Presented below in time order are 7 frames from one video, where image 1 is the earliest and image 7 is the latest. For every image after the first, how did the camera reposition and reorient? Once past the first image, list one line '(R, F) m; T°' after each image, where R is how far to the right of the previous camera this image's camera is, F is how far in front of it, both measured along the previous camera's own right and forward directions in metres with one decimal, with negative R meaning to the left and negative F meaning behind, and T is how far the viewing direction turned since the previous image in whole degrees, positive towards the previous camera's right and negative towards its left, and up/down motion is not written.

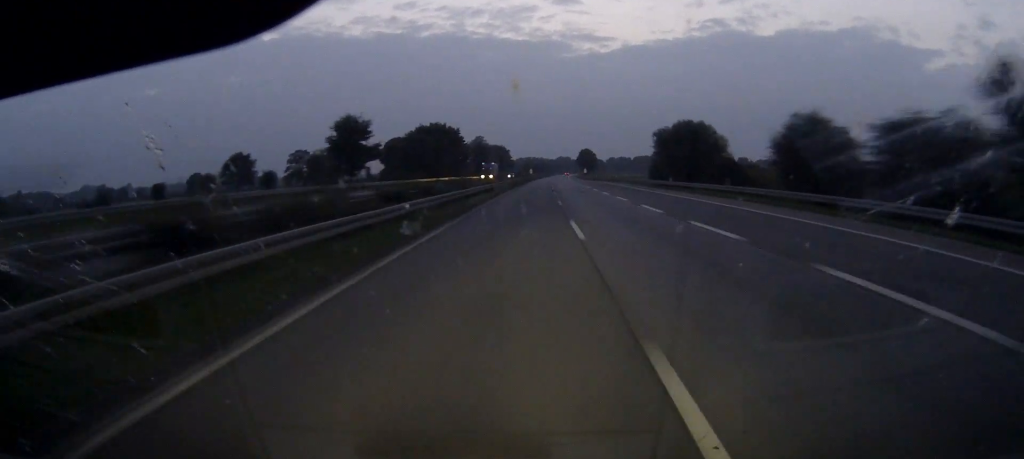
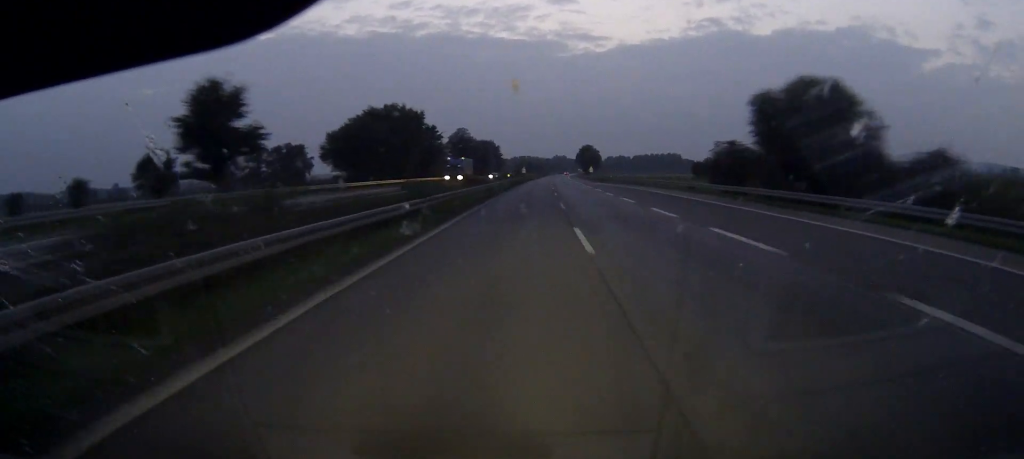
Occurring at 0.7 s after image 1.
(+0.1, +38.9) m; 0°
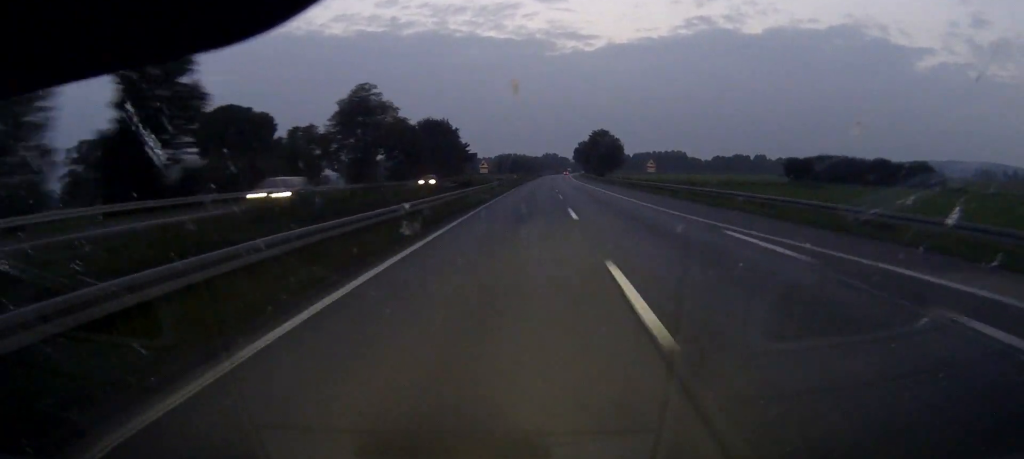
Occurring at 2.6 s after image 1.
(+0.9, +96.4) m; +1°
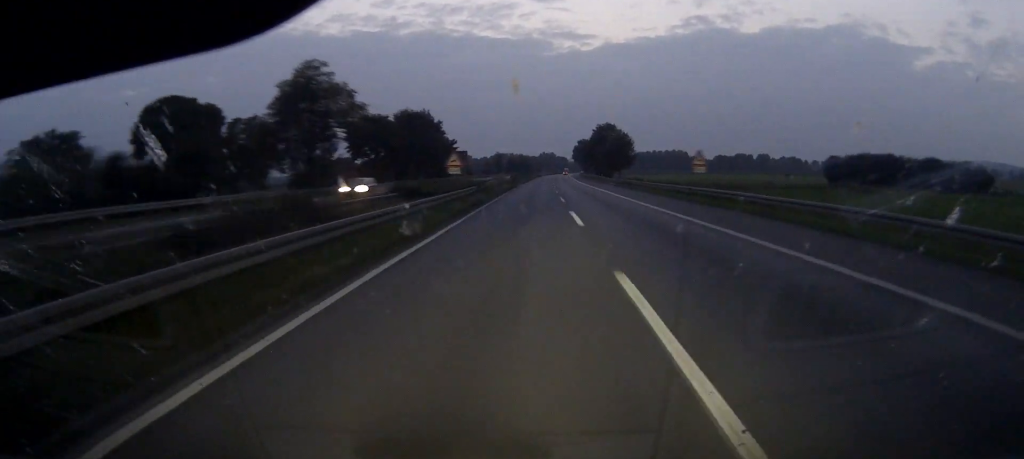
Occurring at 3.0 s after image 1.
(+0.1, +20.8) m; 0°
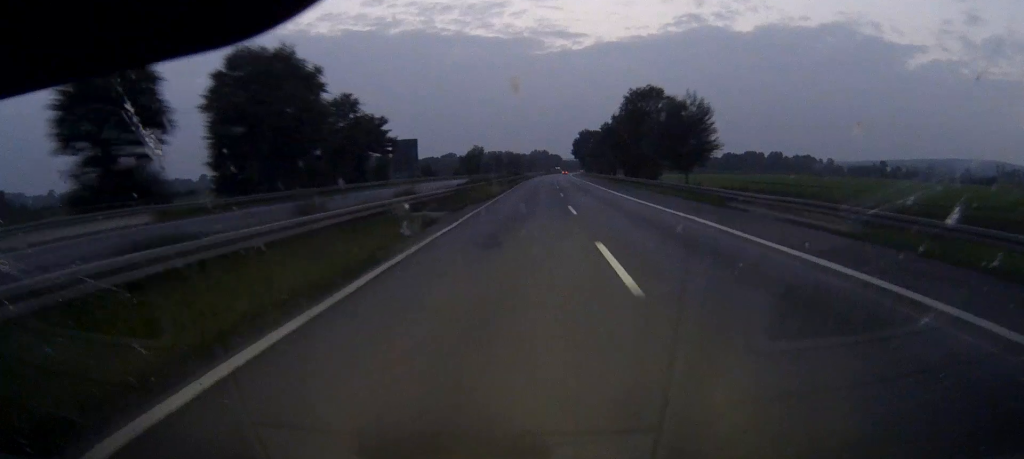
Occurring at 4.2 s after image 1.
(+0.4, +65.7) m; +1°
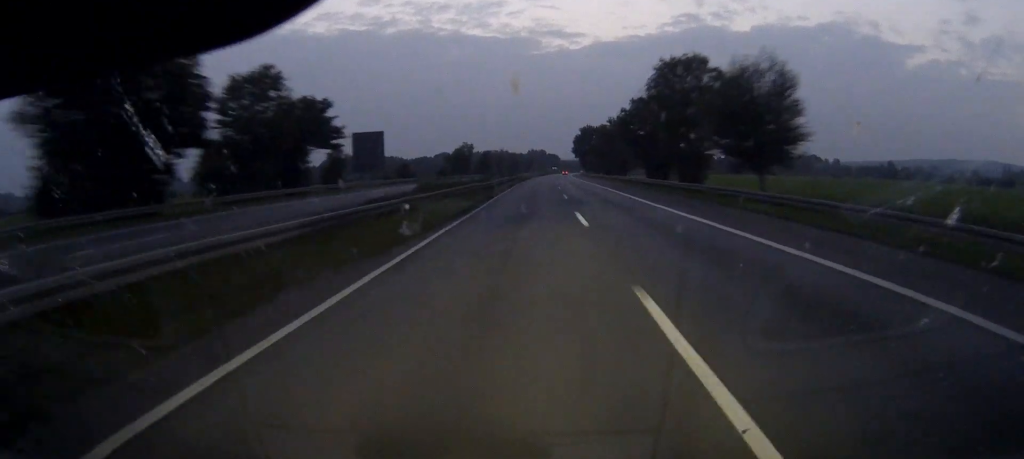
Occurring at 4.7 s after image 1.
(0.0, +24.1) m; 0°
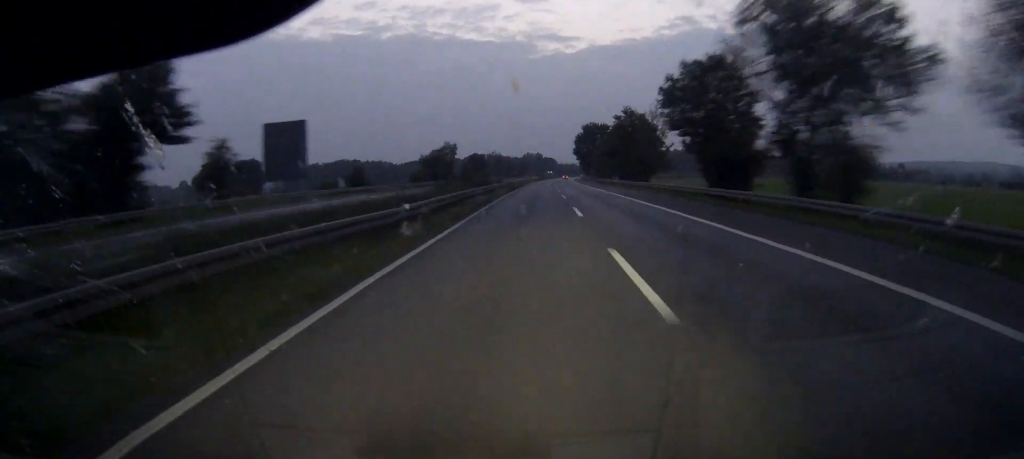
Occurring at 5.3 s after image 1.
(+0.1, +30.9) m; 0°
